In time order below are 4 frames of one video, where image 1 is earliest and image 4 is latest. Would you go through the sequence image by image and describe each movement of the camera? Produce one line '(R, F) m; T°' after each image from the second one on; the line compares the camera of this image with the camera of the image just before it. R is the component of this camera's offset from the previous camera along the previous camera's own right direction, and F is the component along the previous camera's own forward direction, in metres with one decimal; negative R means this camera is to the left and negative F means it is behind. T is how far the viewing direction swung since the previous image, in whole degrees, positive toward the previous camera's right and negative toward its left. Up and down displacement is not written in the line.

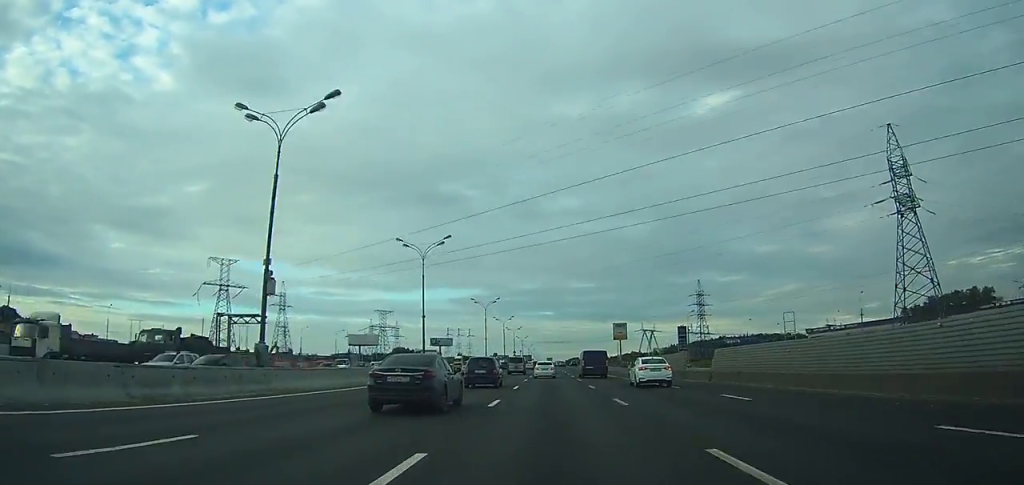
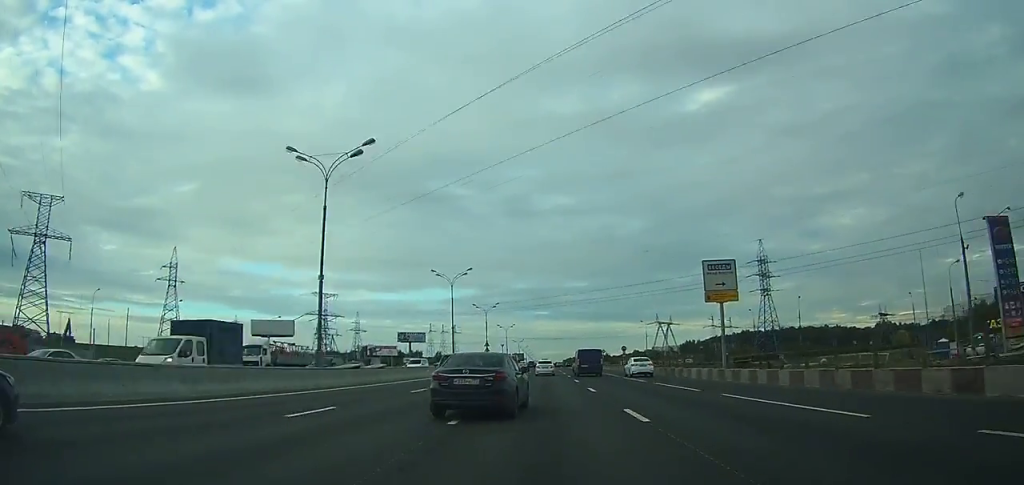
(+0.2, +79.7) m; 0°
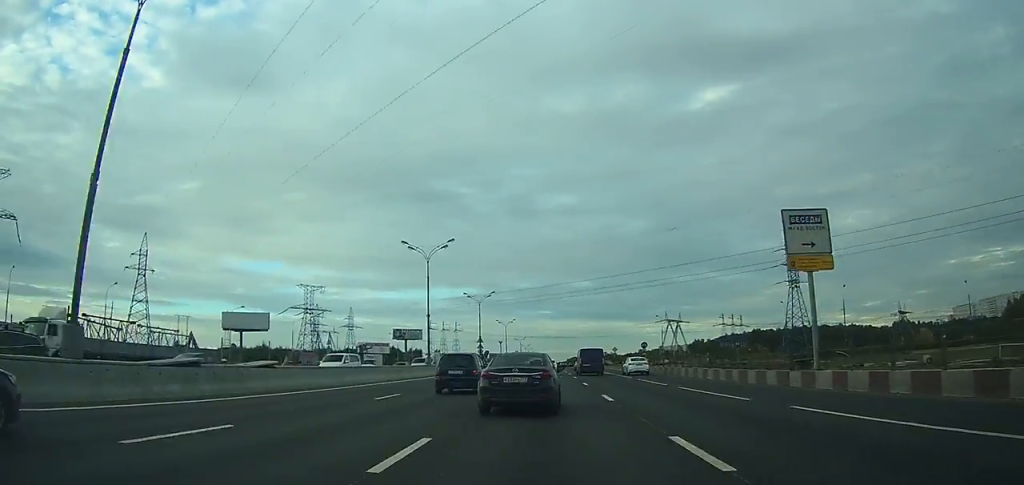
(0.0, +17.8) m; 0°
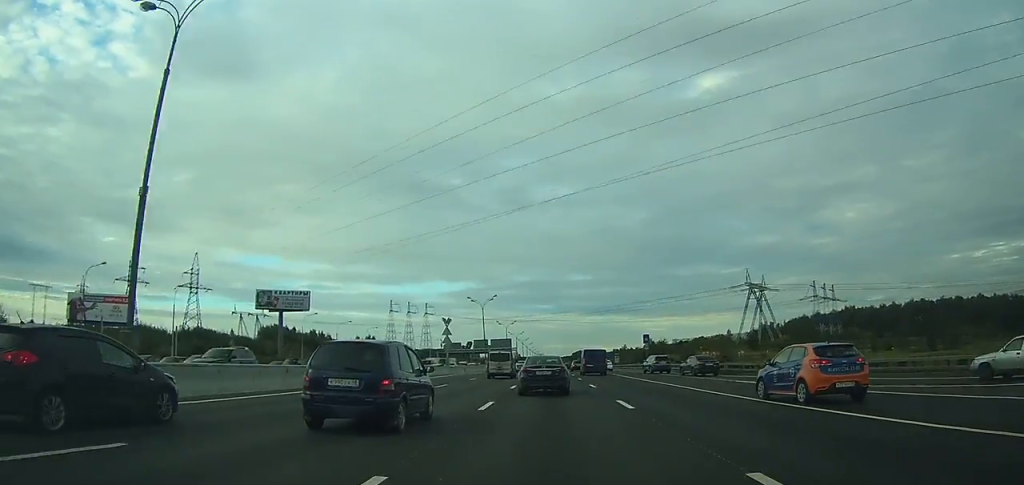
(+0.2, +144.3) m; 0°
